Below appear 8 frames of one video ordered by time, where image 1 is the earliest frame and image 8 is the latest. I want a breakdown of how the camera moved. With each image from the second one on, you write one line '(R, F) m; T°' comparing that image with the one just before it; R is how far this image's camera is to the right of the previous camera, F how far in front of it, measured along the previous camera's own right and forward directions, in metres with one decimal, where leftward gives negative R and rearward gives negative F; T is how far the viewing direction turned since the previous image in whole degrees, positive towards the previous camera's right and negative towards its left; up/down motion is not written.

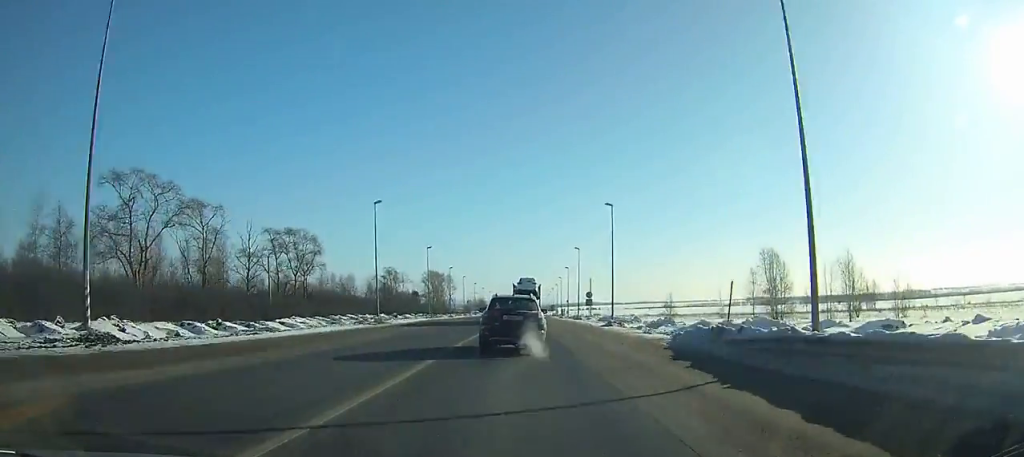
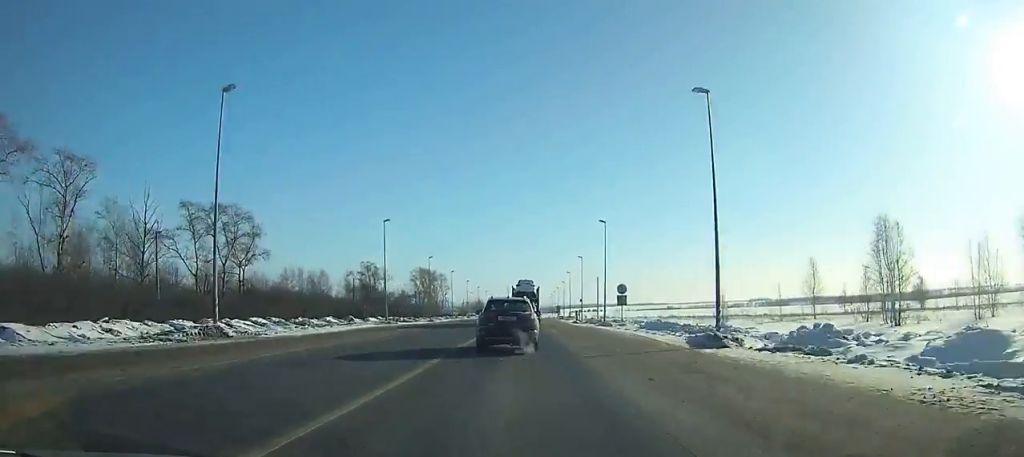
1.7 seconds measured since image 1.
(0.0, +27.2) m; 0°
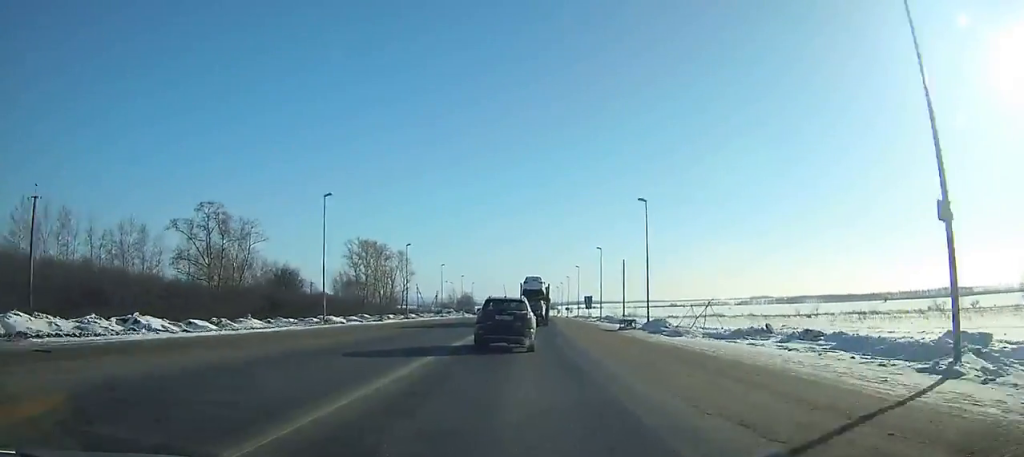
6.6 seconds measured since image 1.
(+0.4, +79.6) m; +1°
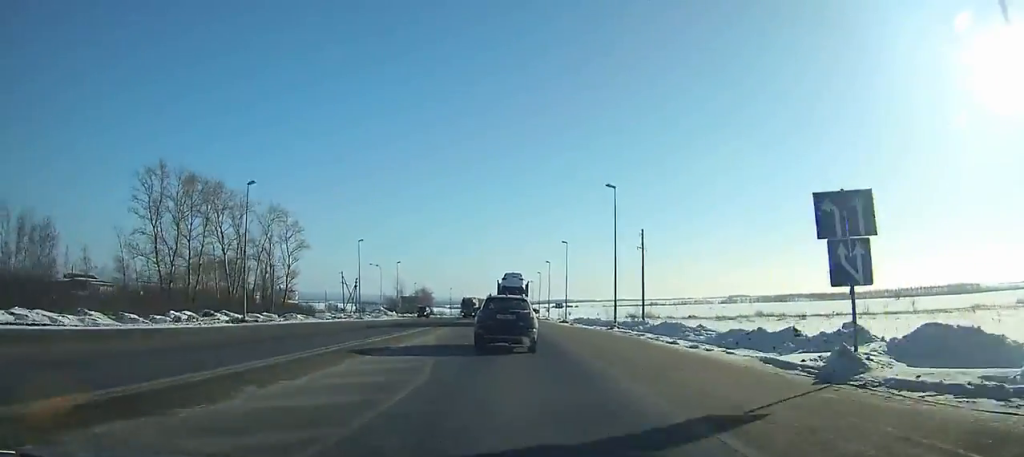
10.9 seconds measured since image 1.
(+1.0, +70.2) m; 0°
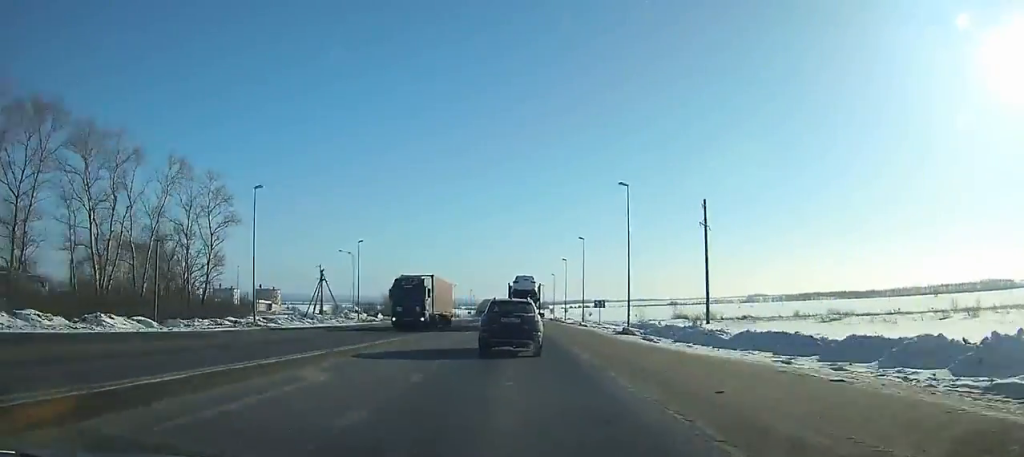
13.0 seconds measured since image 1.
(-0.3, +34.0) m; -1°
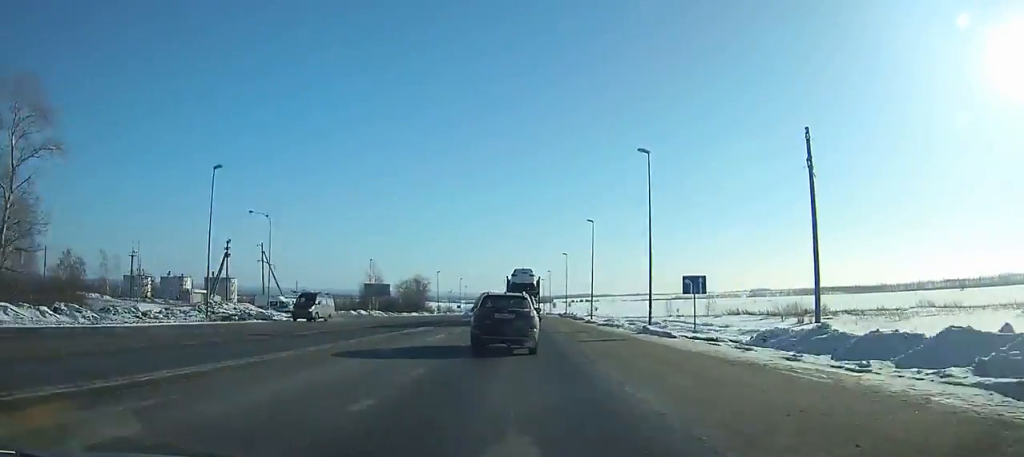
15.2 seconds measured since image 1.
(-0.1, +34.6) m; 0°
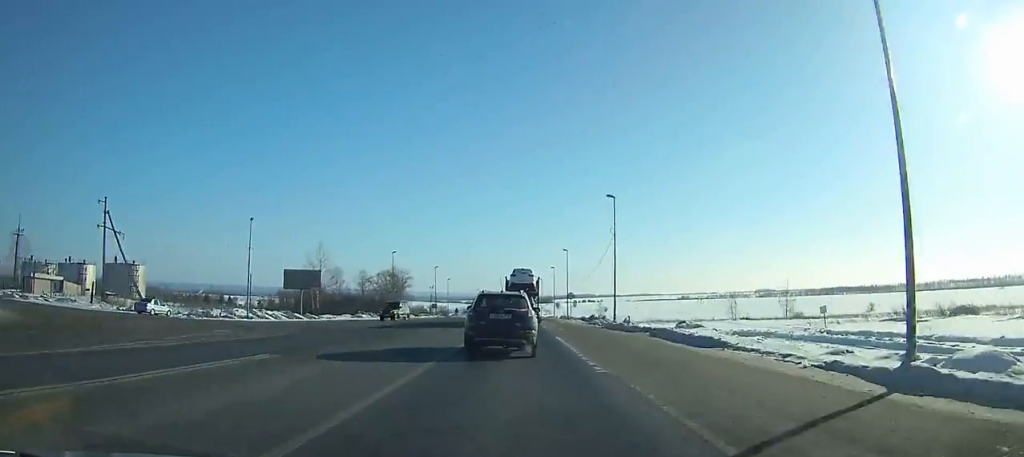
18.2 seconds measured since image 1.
(0.0, +45.8) m; 0°
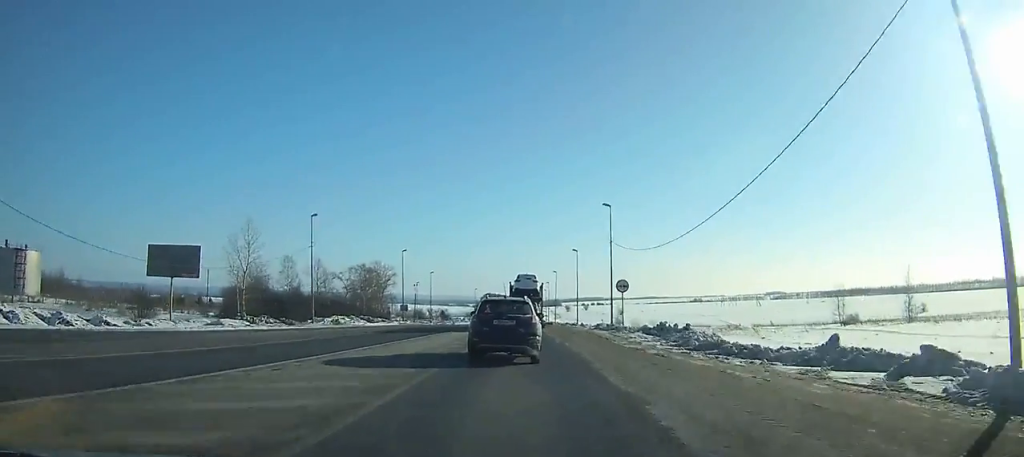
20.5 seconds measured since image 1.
(-0.1, +34.3) m; 0°
